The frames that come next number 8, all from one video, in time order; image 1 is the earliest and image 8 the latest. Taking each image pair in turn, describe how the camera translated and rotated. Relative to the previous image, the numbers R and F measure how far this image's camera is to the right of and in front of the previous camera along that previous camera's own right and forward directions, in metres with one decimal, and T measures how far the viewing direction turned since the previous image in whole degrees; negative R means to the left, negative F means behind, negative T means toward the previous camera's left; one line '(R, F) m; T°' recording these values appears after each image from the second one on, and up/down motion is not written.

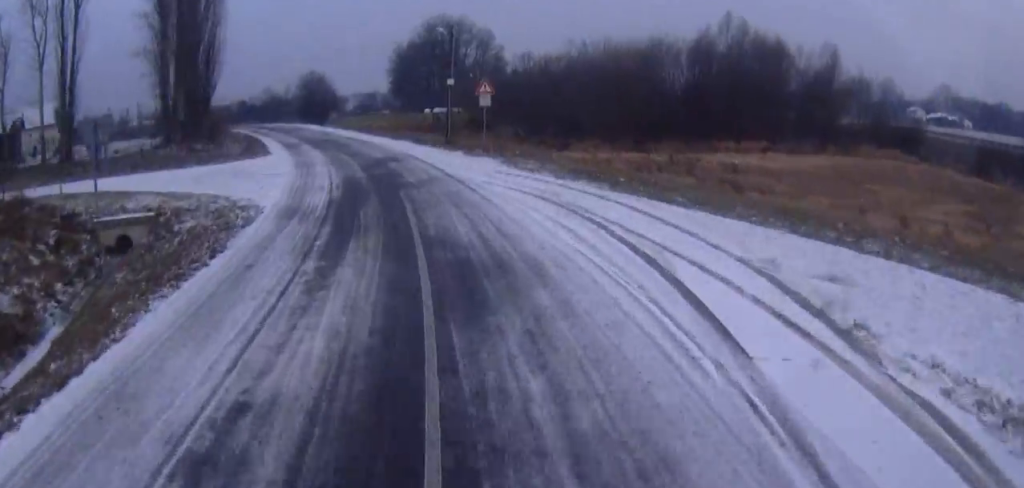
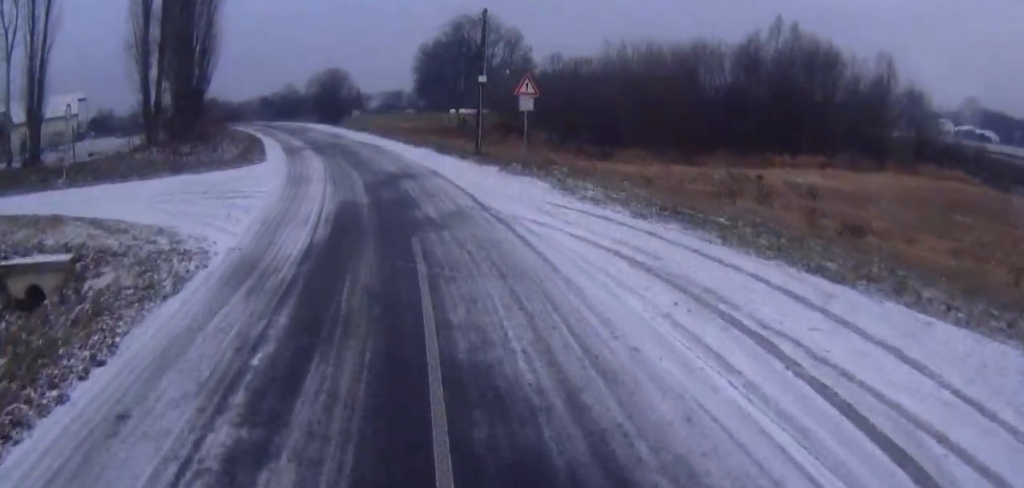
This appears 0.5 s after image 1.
(-0.1, +6.6) m; -1°
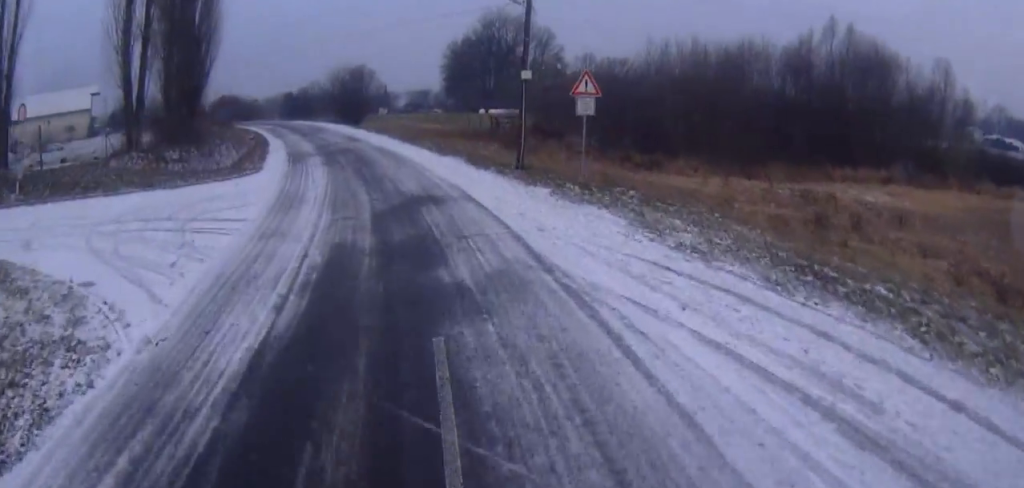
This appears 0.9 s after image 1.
(0.0, +5.9) m; -1°
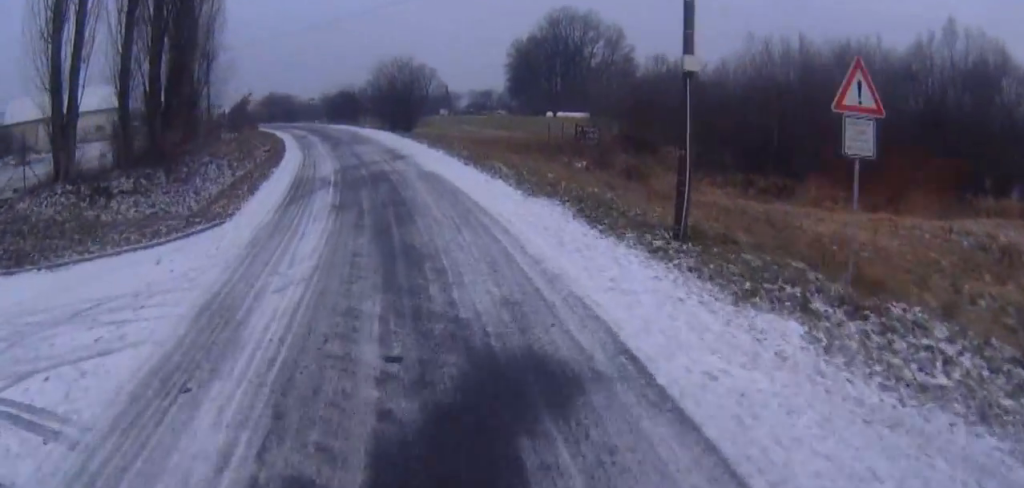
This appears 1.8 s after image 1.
(-0.2, +12.2) m; -3°
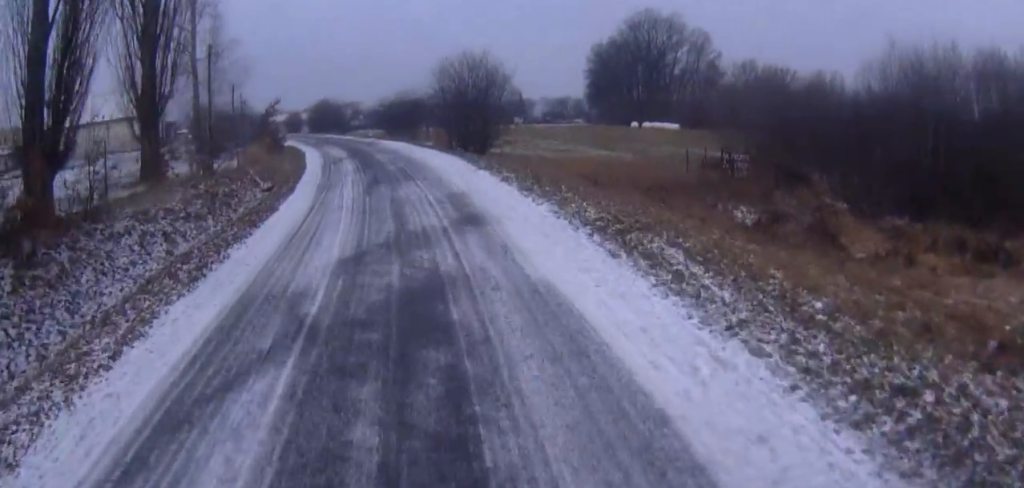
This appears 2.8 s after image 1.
(-0.6, +14.3) m; -5°
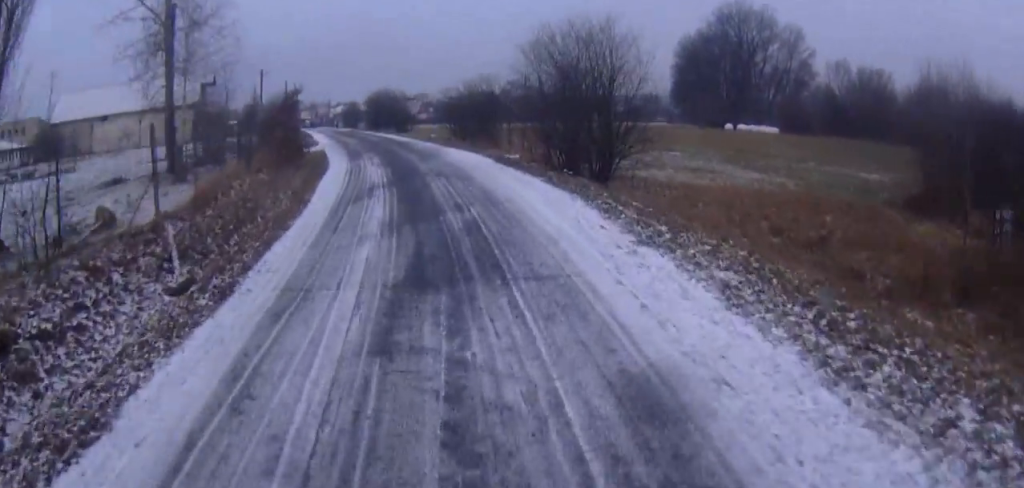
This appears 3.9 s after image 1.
(-0.7, +14.7) m; -5°
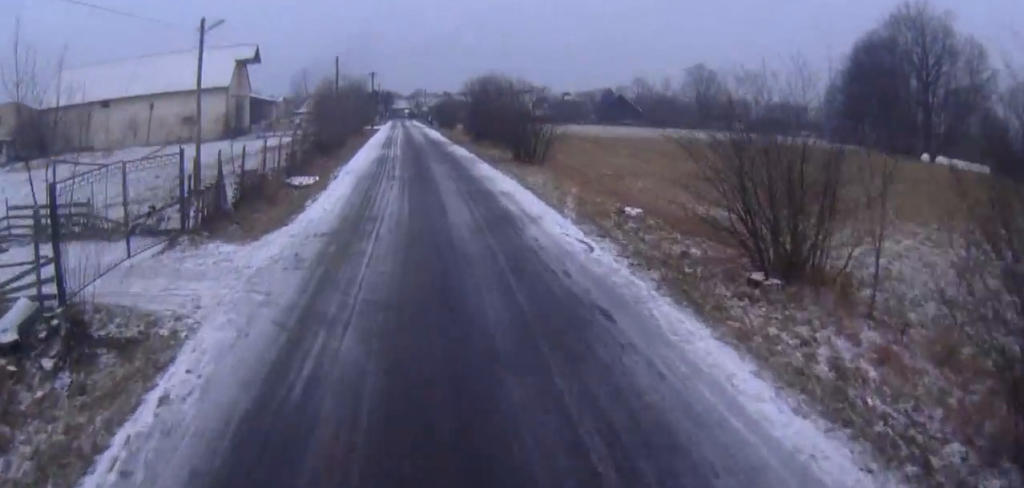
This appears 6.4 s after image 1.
(-2.0, +34.6) m; -7°
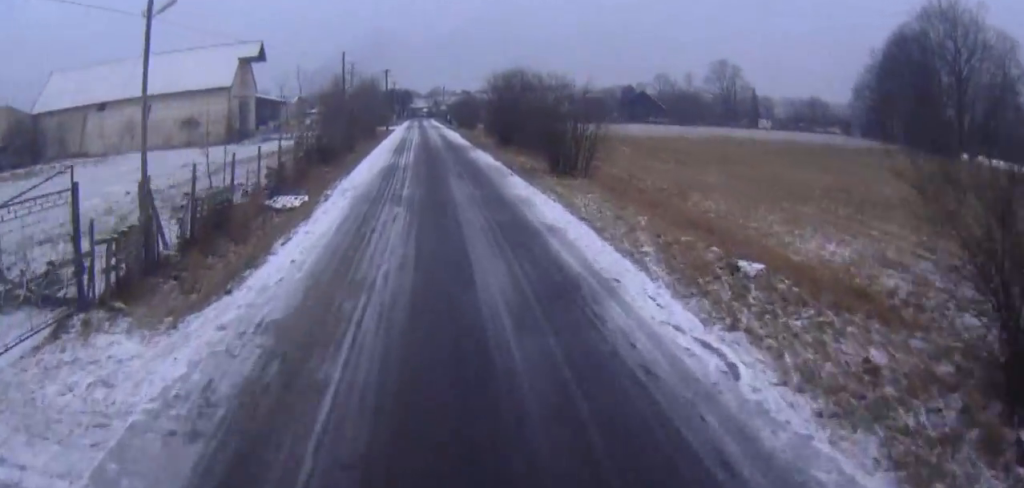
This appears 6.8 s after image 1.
(0.0, +6.2) m; -1°
